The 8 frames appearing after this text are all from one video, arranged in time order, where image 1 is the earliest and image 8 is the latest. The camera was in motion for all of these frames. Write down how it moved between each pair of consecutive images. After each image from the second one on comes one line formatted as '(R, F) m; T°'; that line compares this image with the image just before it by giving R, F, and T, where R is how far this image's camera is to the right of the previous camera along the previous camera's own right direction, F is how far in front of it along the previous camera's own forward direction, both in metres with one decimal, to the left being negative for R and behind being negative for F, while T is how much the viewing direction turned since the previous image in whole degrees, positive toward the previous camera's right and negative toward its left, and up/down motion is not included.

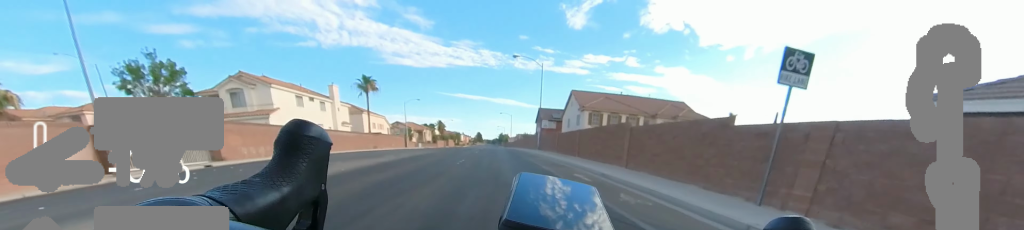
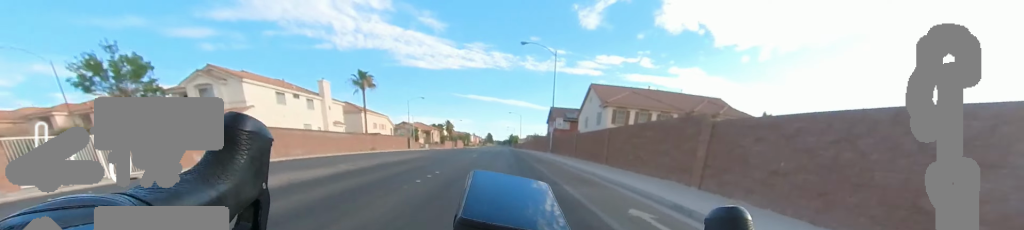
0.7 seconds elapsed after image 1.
(0.0, +4.3) m; 0°
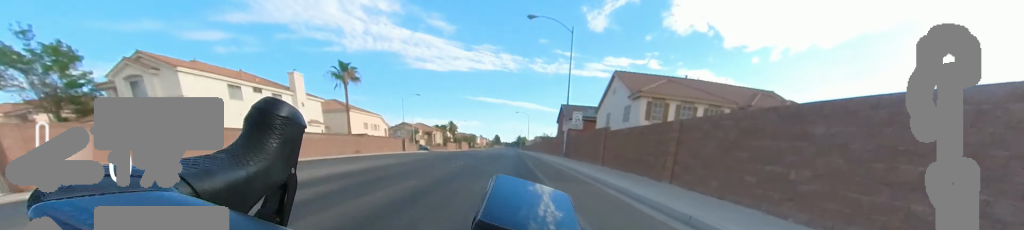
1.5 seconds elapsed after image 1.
(0.0, +5.8) m; +1°
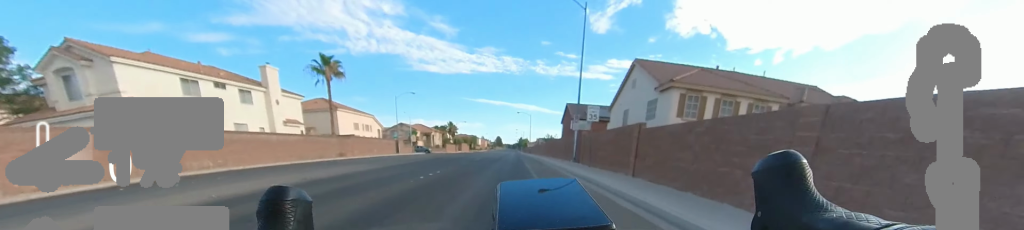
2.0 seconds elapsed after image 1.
(-0.1, +4.0) m; +1°
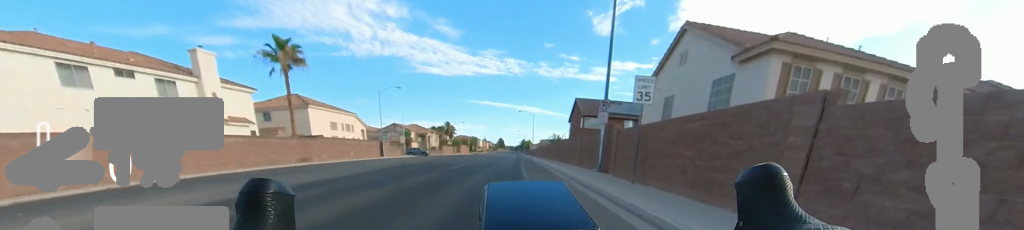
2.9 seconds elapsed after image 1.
(+0.3, +6.5) m; +5°
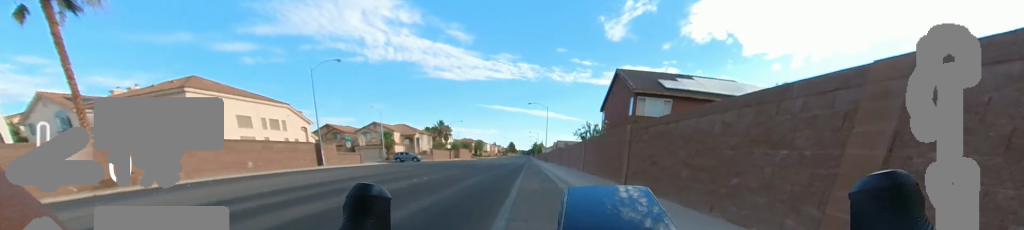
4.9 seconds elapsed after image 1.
(-0.4, +16.7) m; -13°
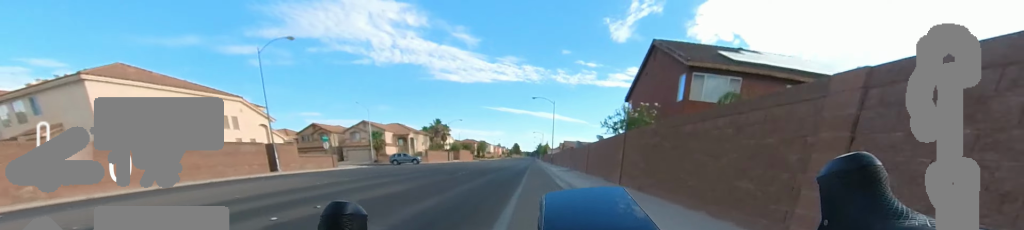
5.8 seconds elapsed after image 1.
(-0.8, +7.4) m; -3°
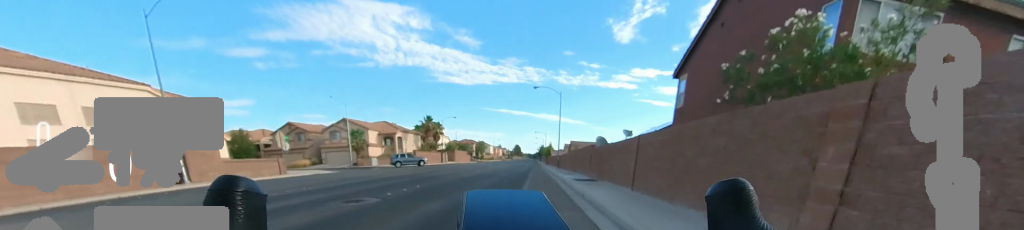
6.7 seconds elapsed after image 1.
(+0.3, +8.8) m; +5°
